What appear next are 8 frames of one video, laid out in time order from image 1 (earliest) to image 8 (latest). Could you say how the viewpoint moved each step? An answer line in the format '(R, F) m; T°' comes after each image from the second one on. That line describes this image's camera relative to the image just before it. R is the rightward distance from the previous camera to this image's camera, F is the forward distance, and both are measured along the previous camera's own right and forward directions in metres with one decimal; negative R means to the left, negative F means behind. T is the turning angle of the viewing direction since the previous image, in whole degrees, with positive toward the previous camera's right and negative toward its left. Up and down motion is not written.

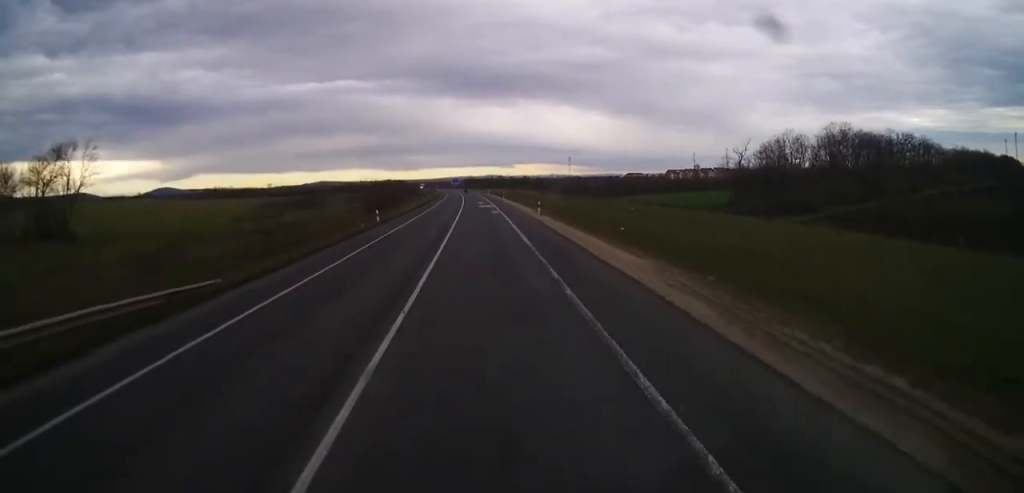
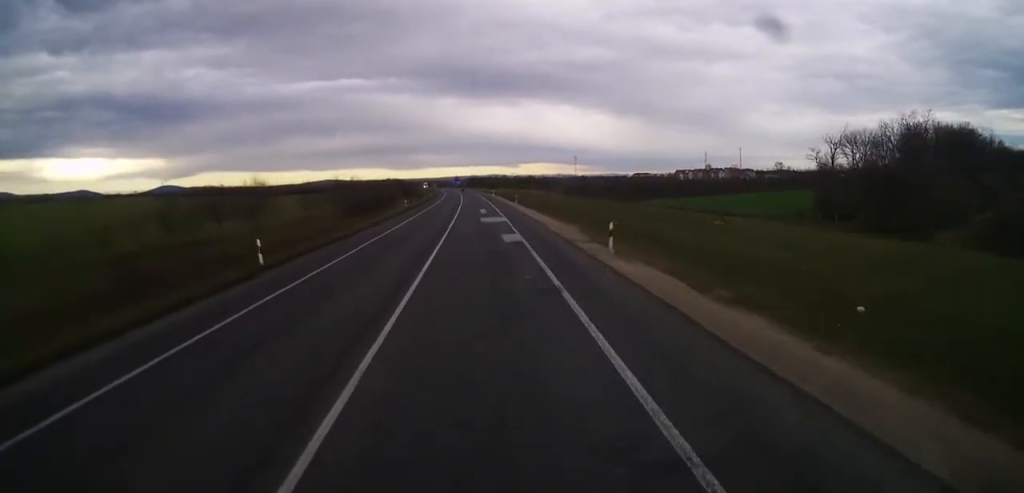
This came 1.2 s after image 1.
(-0.2, +26.9) m; -1°
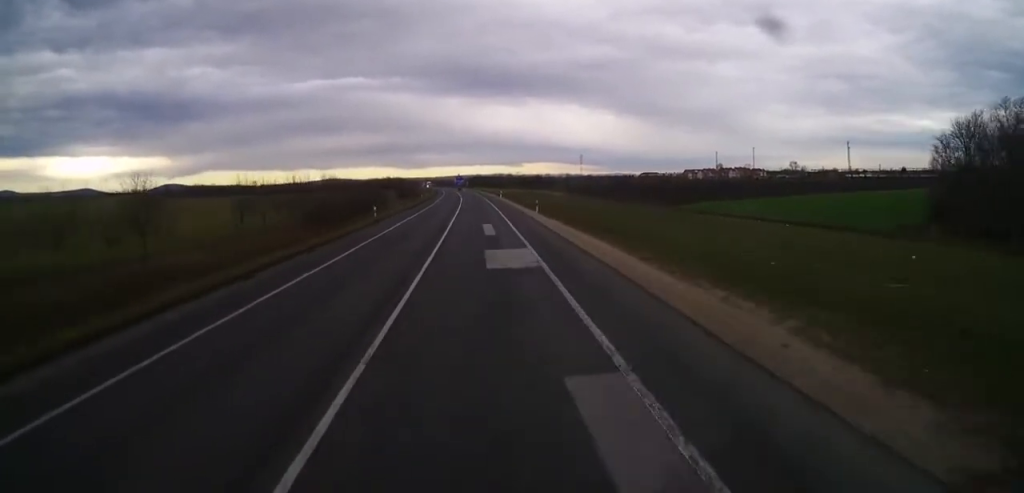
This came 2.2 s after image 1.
(0.0, +23.4) m; 0°
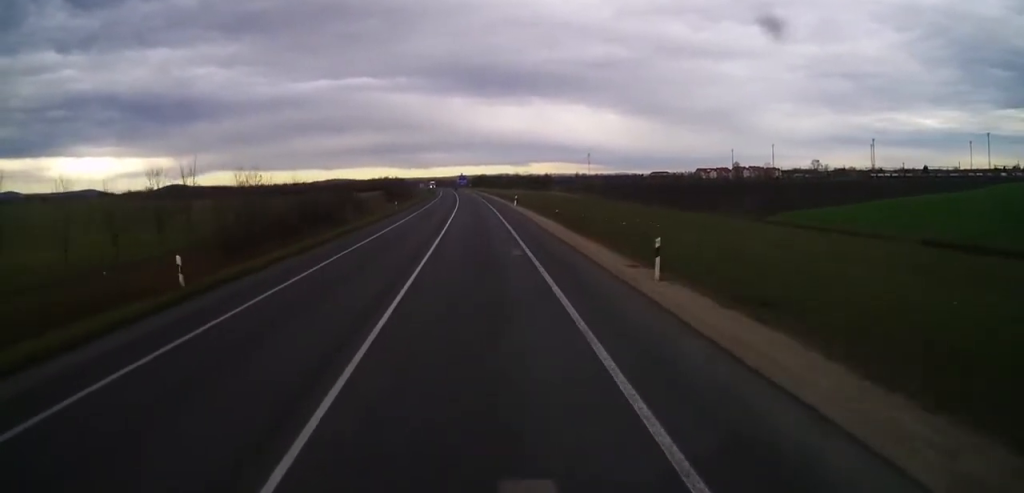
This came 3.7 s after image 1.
(-0.2, +34.8) m; -1°
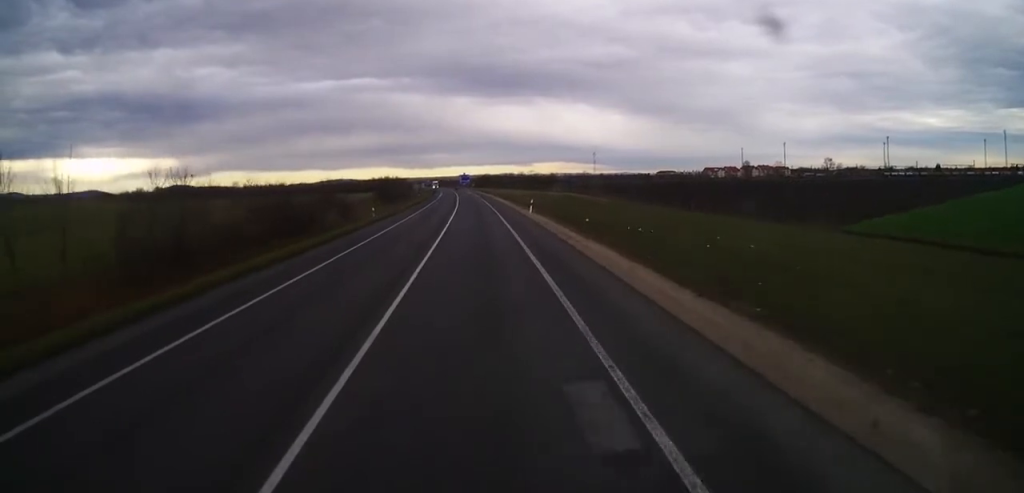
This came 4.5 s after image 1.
(-0.1, +17.5) m; 0°
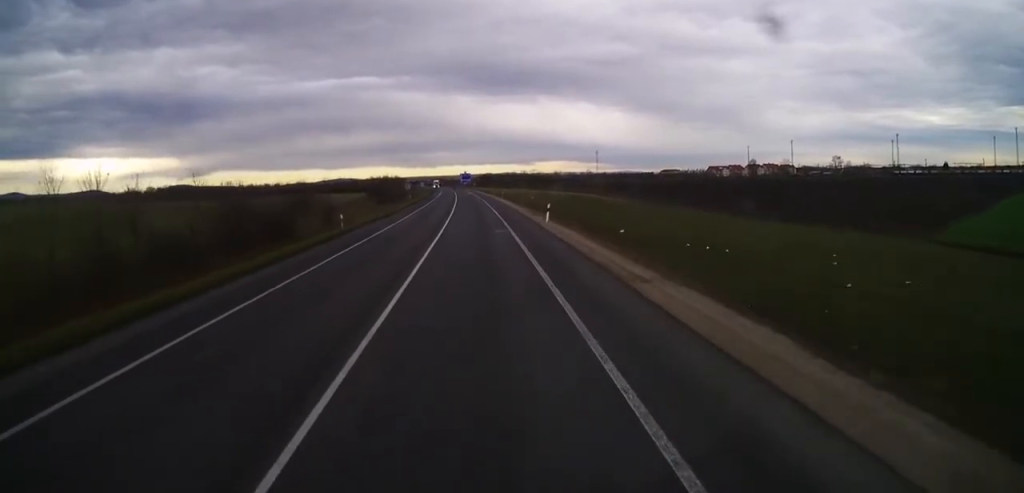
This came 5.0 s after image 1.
(0.0, +12.8) m; 0°
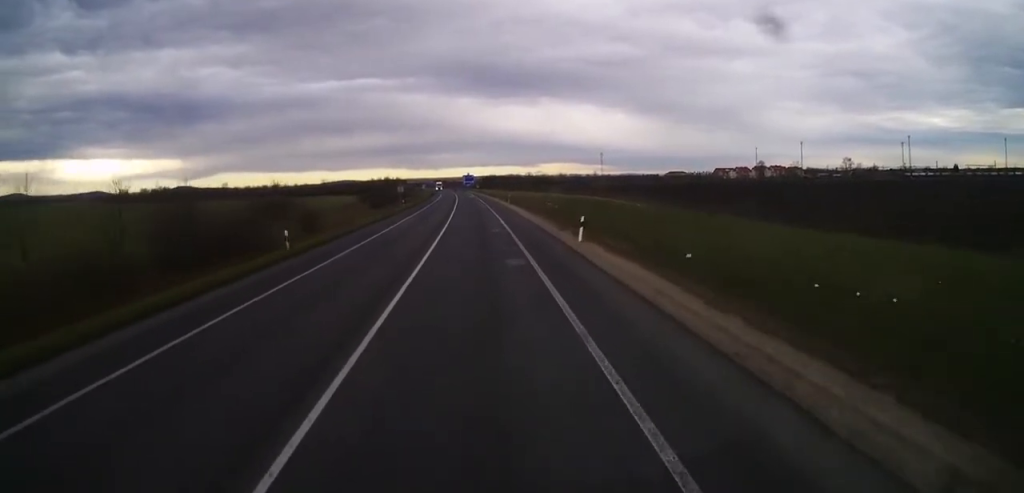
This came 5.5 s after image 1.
(0.0, +12.8) m; 0°
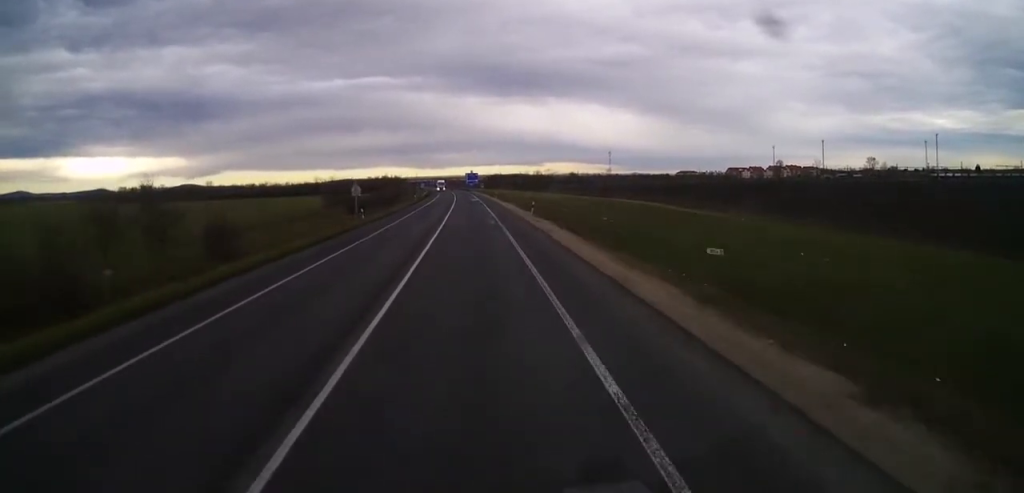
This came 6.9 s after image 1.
(0.0, +29.6) m; 0°
